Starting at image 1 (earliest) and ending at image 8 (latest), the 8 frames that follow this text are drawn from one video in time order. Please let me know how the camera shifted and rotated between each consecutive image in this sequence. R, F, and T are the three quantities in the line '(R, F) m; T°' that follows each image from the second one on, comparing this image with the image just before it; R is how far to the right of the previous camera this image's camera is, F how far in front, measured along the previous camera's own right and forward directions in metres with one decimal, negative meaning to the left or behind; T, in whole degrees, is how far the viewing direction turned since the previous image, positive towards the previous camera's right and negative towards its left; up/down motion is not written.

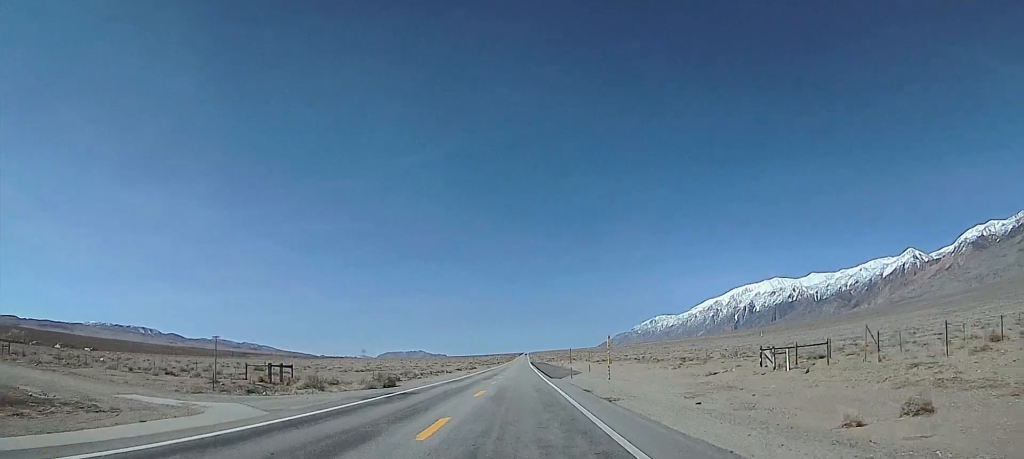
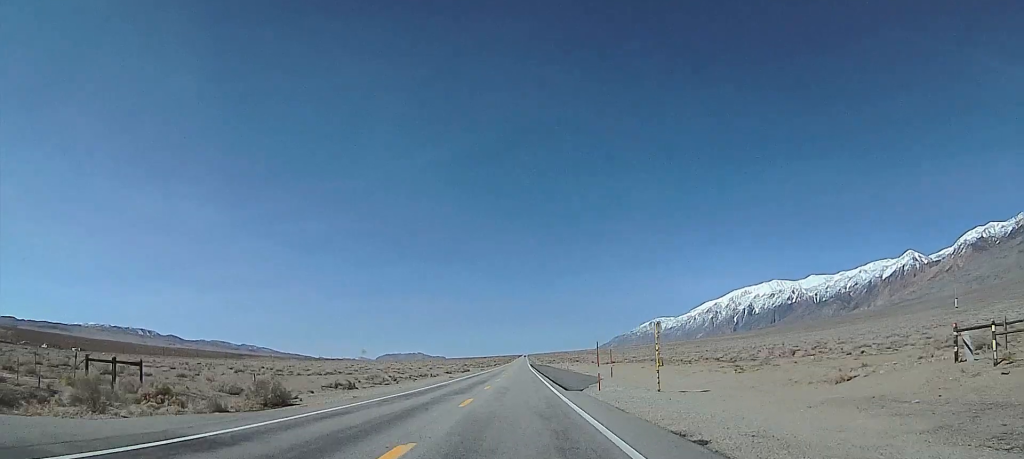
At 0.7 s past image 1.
(0.0, +19.8) m; 0°
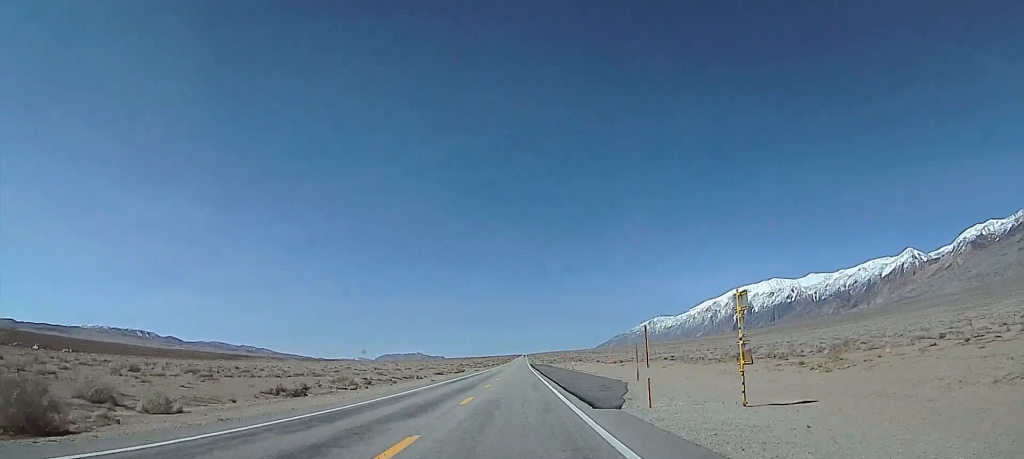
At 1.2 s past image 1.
(0.0, +13.2) m; 0°
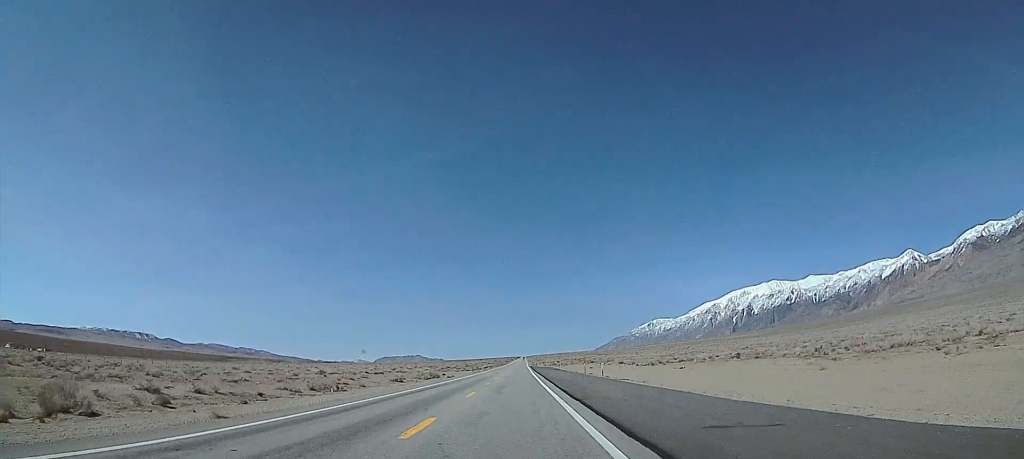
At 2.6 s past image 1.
(0.0, +39.6) m; 0°
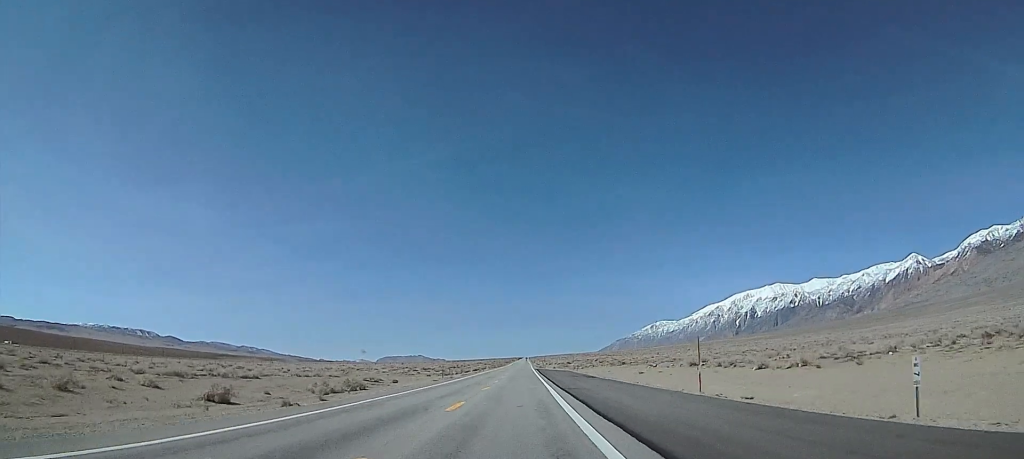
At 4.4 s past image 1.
(0.0, +50.8) m; 0°
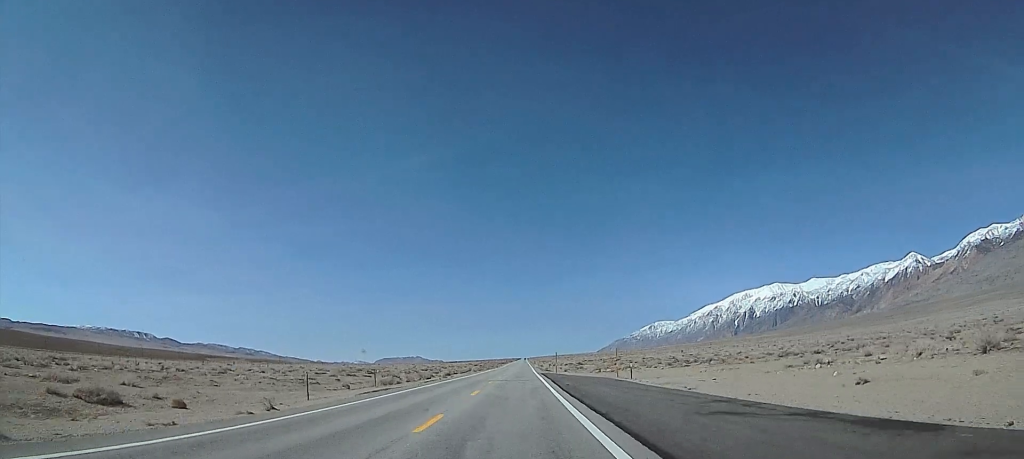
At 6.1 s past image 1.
(-0.7, +50.1) m; -1°
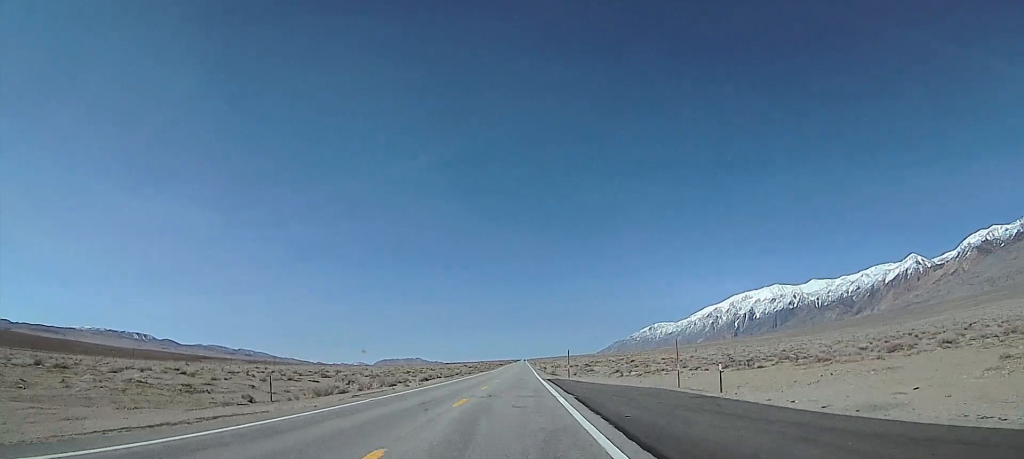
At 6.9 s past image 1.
(-0.1, +21.8) m; 0°
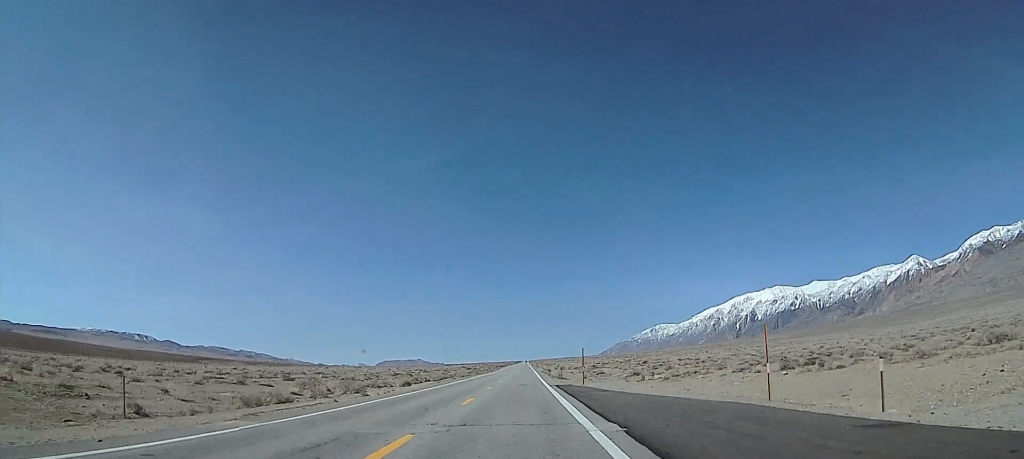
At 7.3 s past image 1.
(+0.2, +12.3) m; +1°
